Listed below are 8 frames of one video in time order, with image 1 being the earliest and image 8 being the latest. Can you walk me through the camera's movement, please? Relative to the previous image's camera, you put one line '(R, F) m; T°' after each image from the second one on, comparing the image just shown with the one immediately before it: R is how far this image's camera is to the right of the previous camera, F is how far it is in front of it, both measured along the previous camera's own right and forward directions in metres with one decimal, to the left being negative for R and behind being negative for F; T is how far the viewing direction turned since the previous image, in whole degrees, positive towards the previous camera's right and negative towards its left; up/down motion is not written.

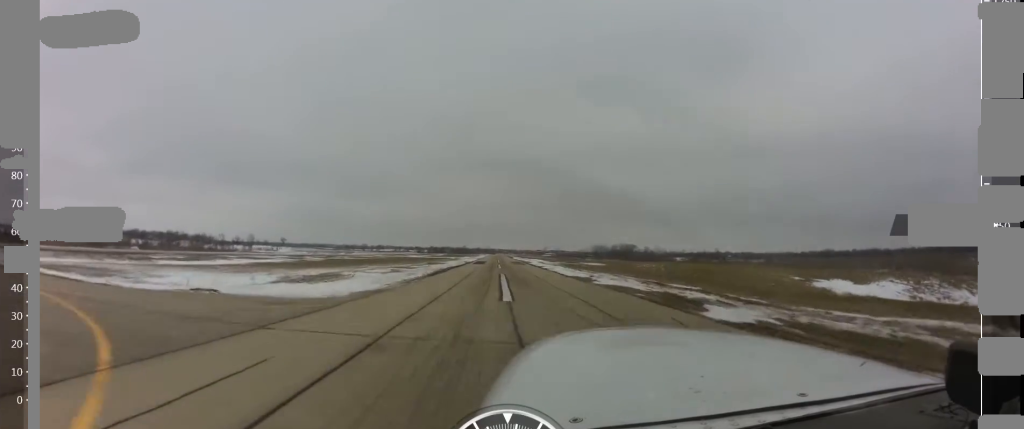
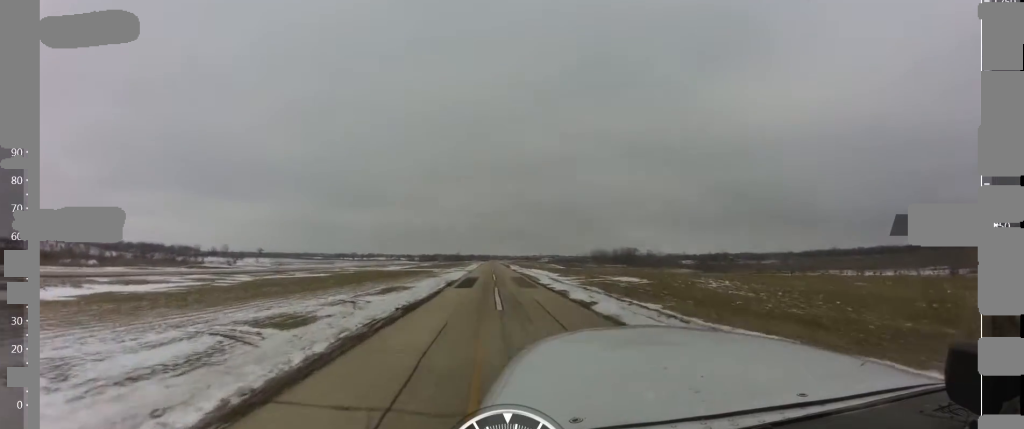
(+0.1, +46.2) m; 0°
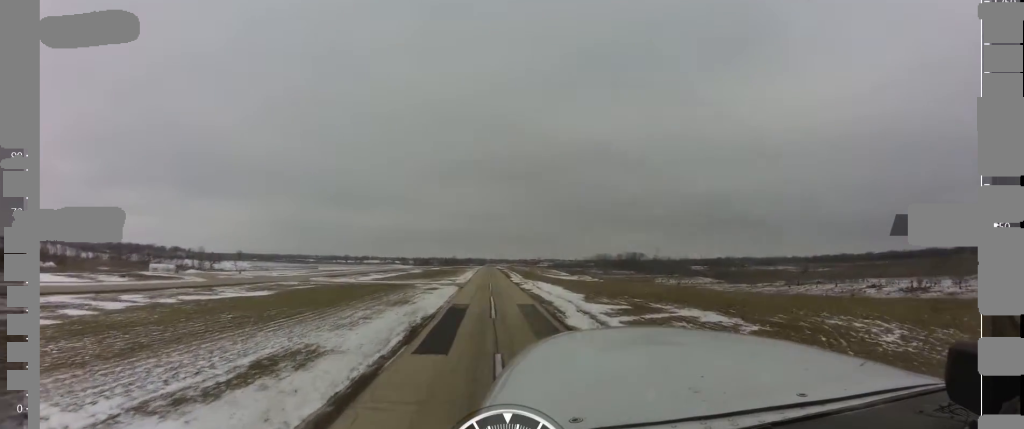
(-0.2, +43.1) m; 0°
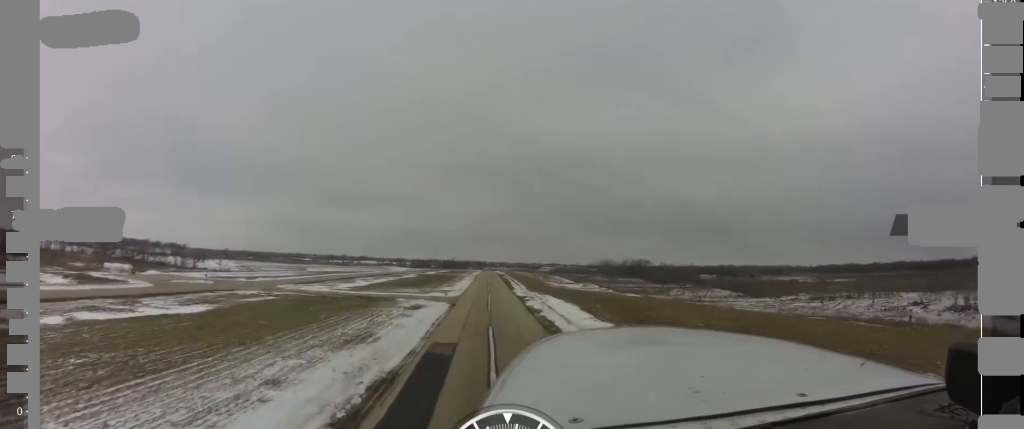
(+0.1, +28.6) m; 0°
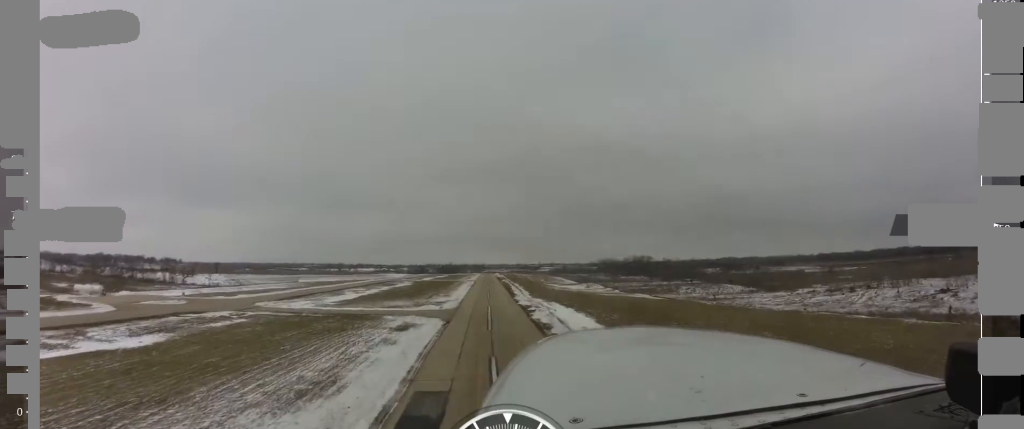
(0.0, +16.2) m; 0°
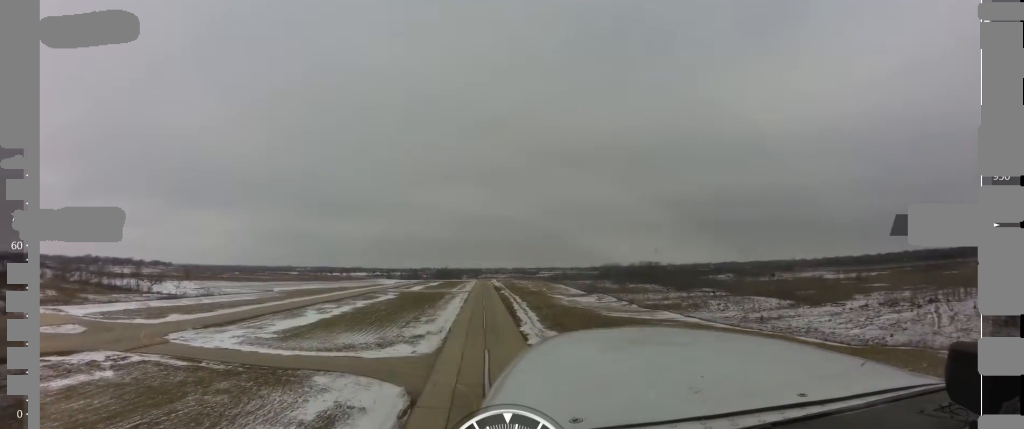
(0.0, +44.1) m; 0°
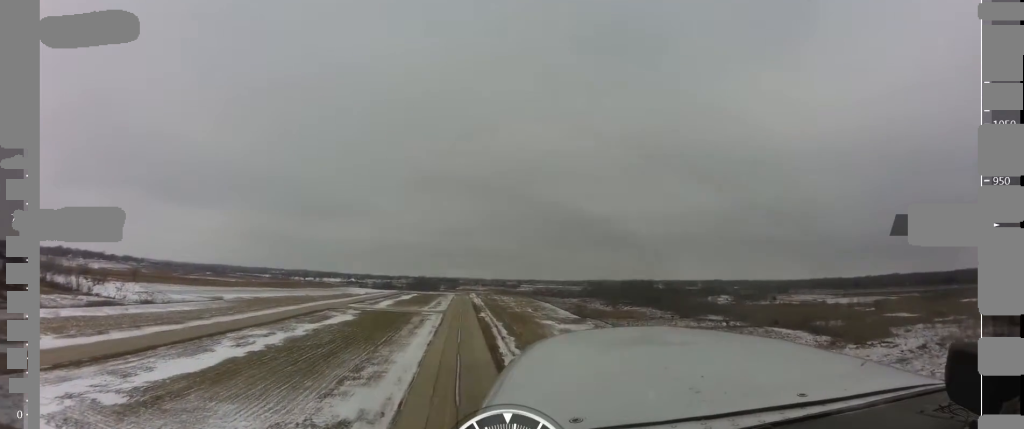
(+0.2, +47.9) m; +3°
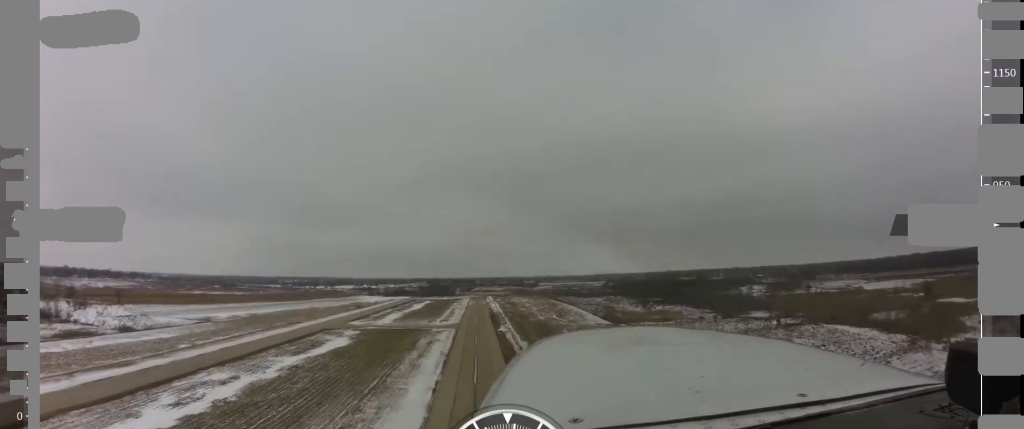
(+1.2, +37.7) m; 0°
